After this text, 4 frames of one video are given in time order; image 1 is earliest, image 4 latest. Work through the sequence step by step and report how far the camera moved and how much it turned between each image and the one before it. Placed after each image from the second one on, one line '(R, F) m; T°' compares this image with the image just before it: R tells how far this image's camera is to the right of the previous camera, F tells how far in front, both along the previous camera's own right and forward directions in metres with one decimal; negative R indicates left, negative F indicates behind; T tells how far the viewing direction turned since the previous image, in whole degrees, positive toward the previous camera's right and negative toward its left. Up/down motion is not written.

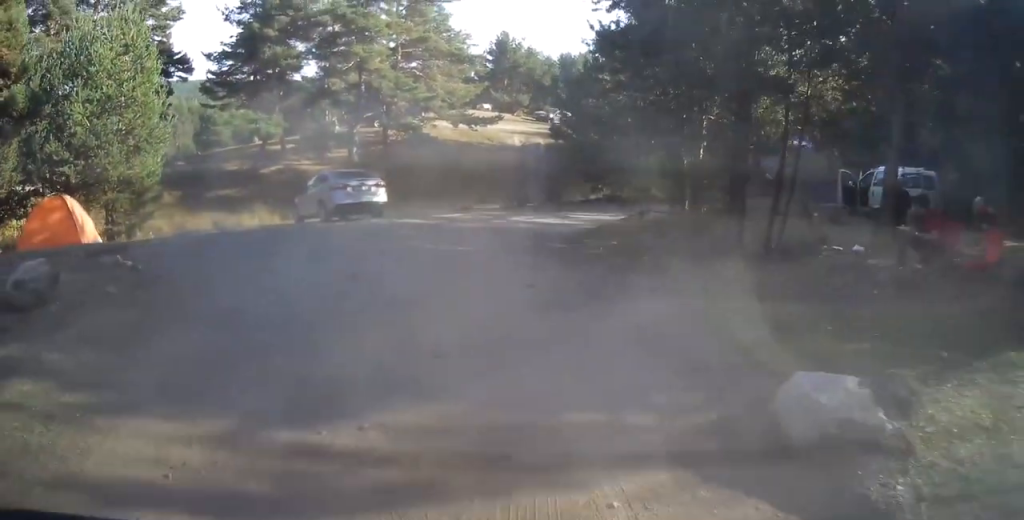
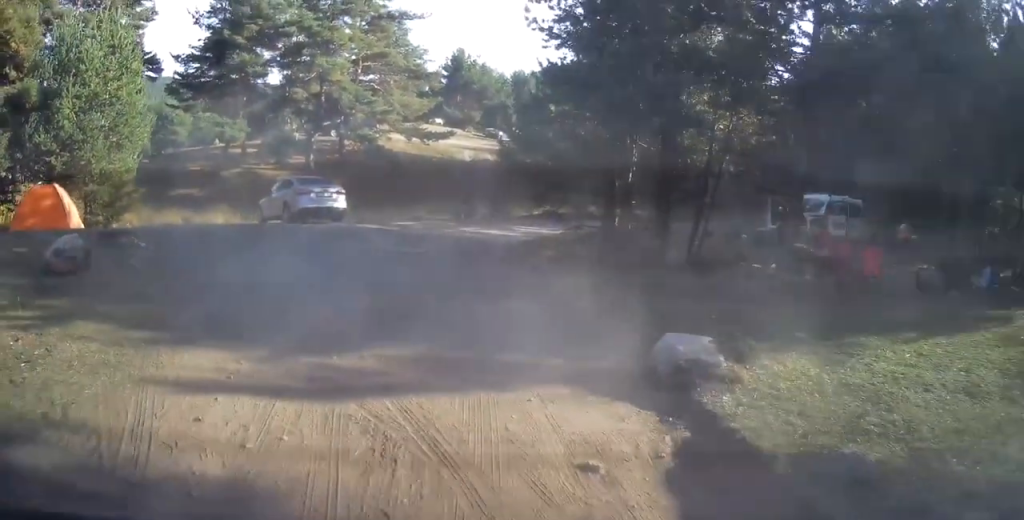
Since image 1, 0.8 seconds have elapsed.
(+0.2, +1.3) m; +6°
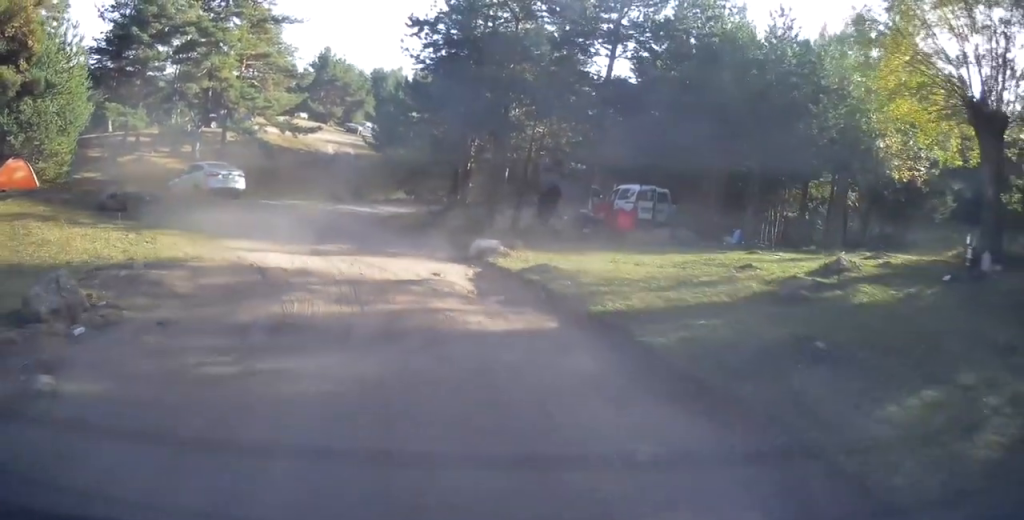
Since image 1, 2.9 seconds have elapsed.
(+0.3, +4.6) m; +12°
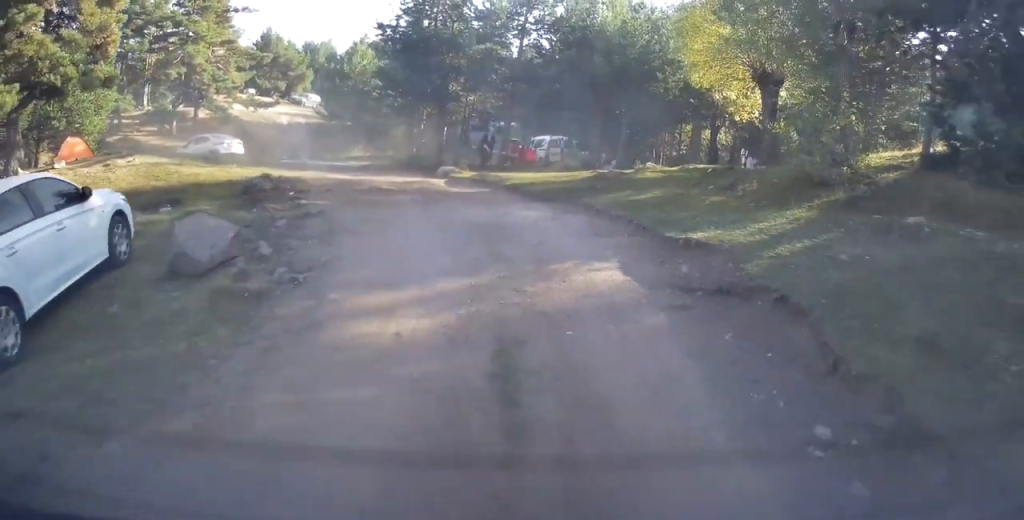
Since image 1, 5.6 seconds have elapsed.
(+0.3, +7.7) m; 0°
